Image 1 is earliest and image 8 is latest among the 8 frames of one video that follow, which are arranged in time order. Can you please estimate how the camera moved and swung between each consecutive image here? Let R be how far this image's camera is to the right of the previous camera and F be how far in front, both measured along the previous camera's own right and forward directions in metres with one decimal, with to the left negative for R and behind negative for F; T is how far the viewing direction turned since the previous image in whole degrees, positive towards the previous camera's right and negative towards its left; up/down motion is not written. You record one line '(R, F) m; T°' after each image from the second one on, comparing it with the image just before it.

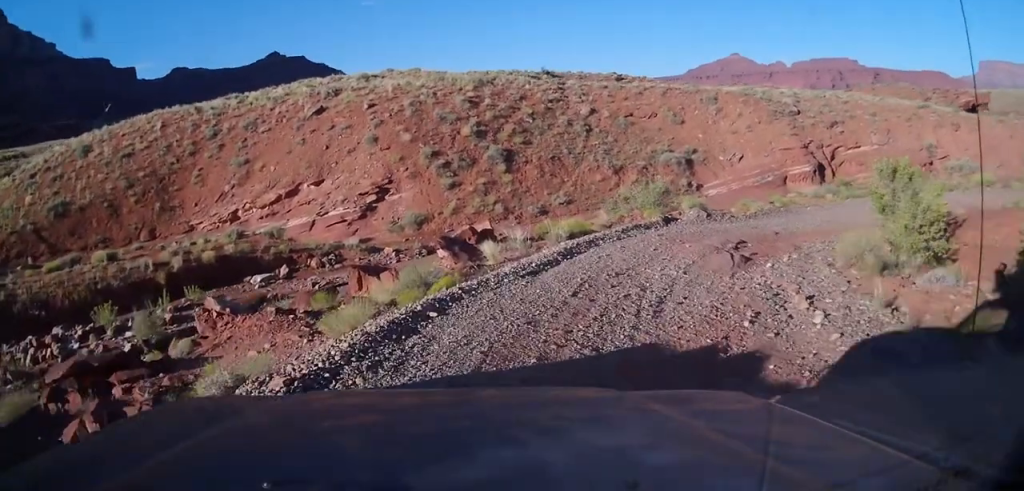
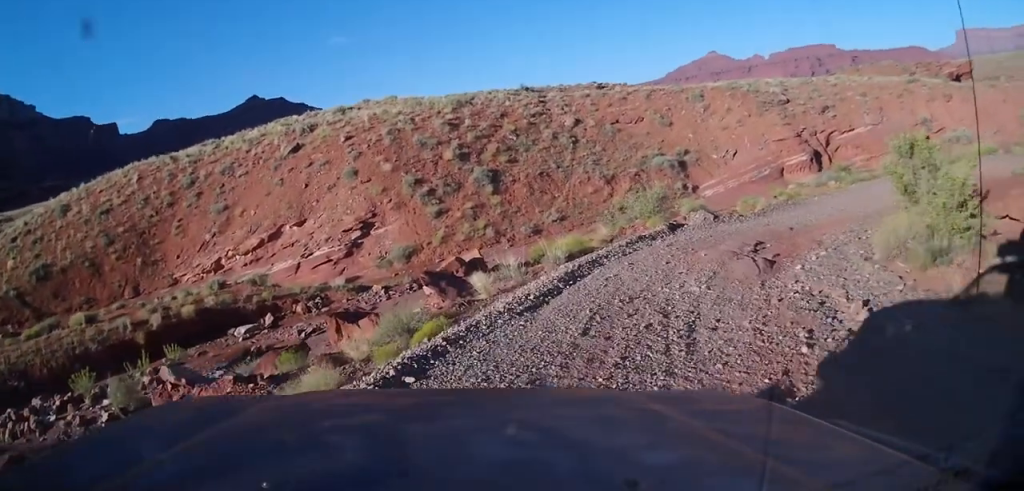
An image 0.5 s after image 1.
(+0.1, +1.7) m; +3°
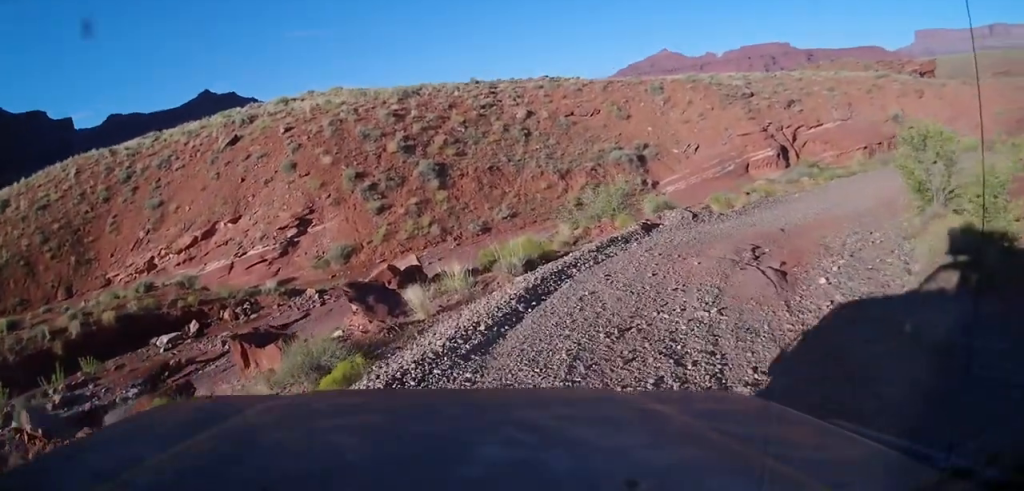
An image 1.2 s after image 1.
(+0.1, +2.7) m; +4°
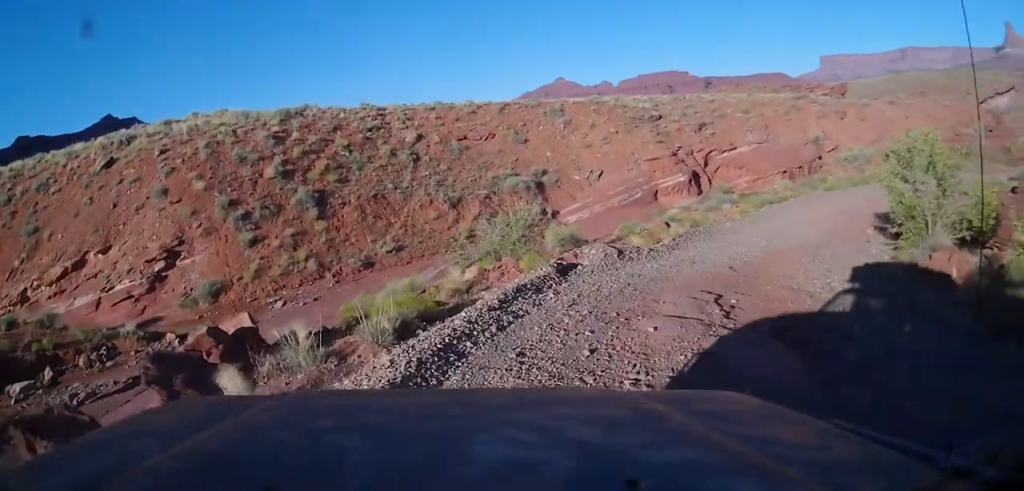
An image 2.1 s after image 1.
(+0.1, +3.5) m; +6°
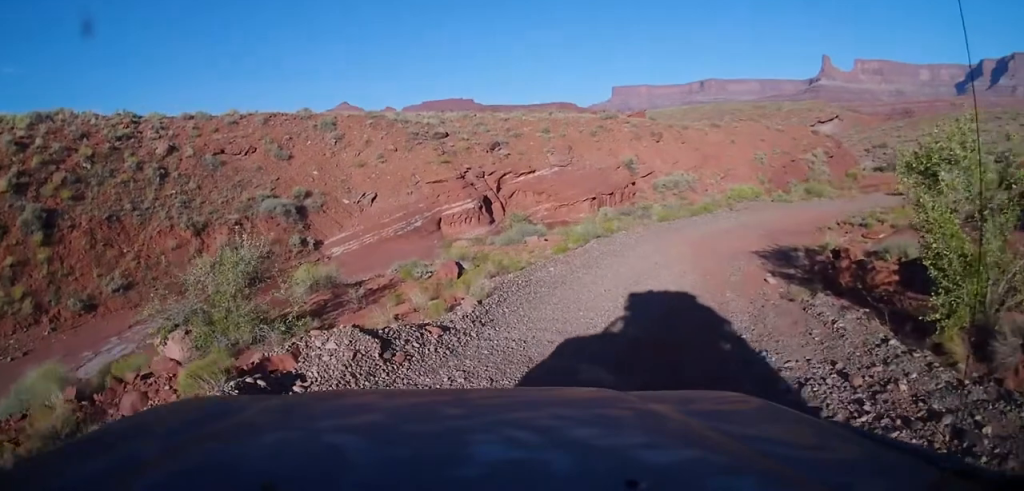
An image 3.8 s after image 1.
(+1.2, +6.7) m; +24°
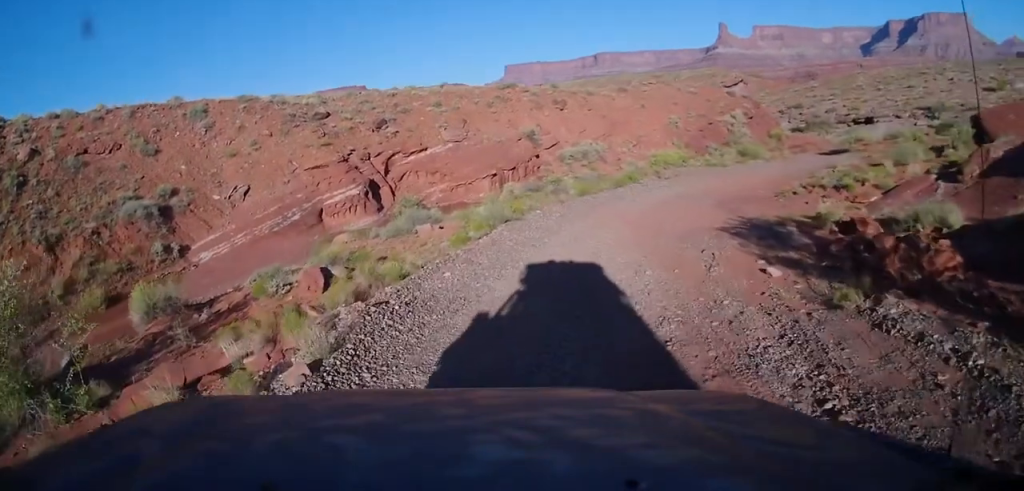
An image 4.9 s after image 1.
(+0.6, +4.8) m; +8°
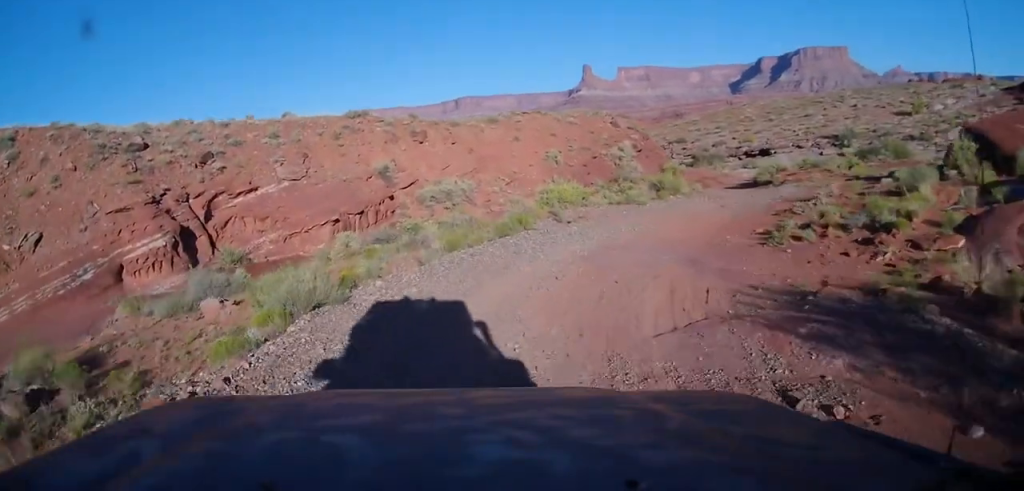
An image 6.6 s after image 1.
(+0.1, +7.9) m; +5°
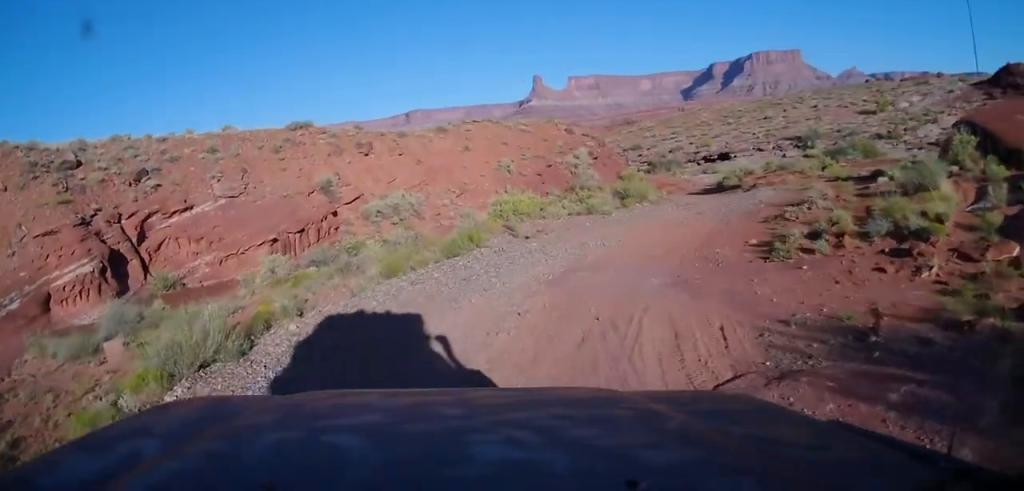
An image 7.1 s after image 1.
(+0.1, +2.4) m; +5°
